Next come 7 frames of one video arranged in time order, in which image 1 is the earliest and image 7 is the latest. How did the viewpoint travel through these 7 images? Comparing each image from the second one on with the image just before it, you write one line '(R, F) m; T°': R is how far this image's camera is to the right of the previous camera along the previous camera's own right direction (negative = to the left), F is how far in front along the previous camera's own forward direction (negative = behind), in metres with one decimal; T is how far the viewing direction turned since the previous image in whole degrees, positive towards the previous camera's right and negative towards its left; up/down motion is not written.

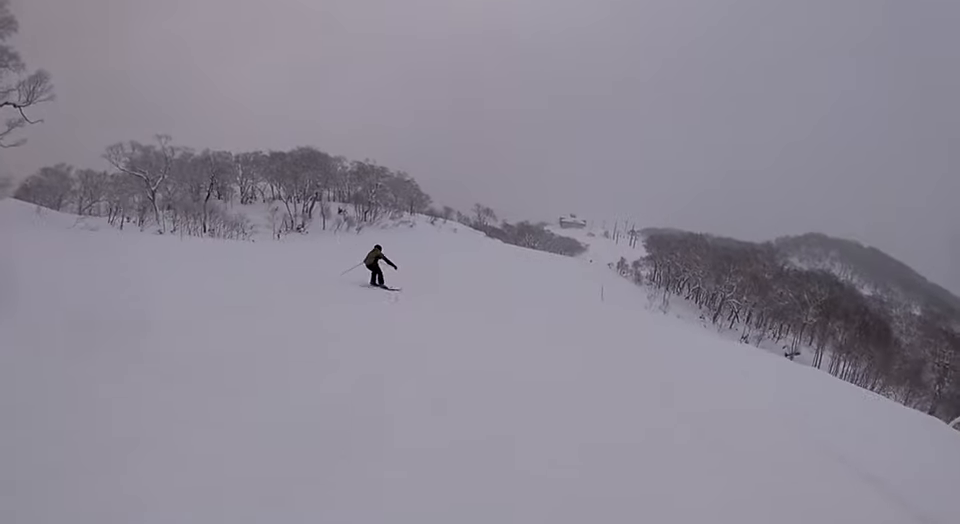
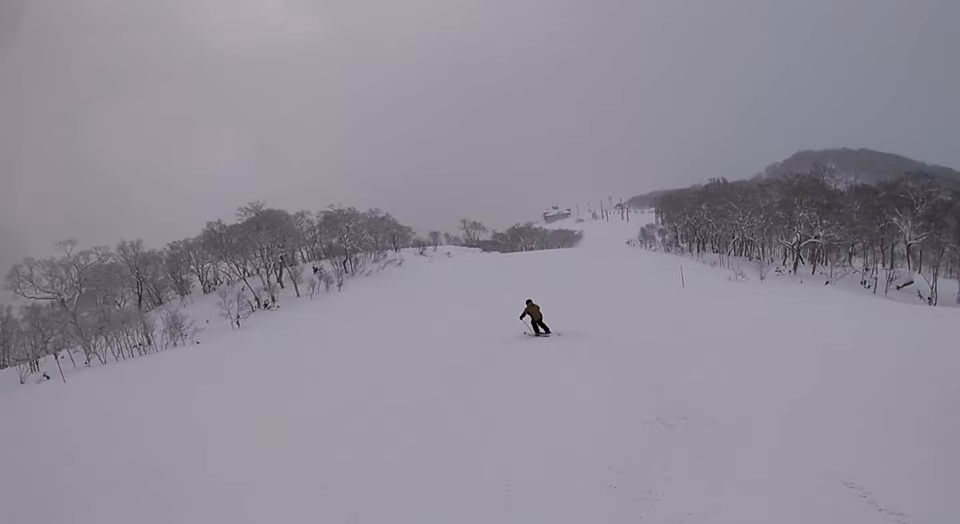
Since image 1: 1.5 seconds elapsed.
(-1.7, +13.5) m; -7°
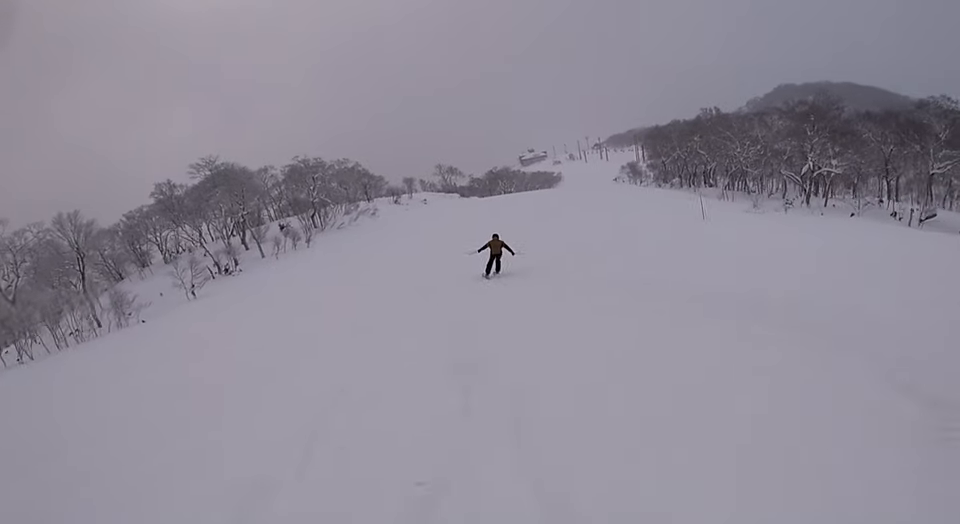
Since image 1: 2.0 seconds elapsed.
(-0.1, +4.5) m; +2°
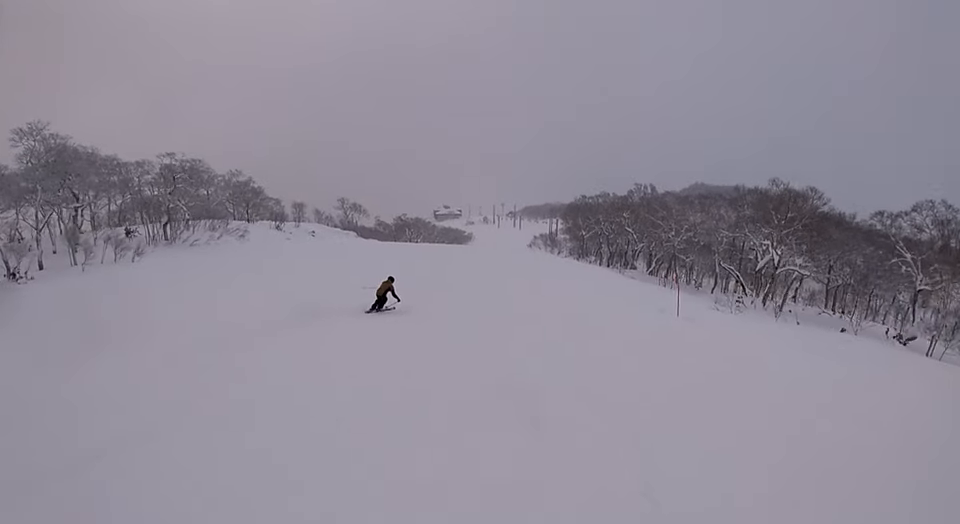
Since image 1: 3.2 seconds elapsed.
(+1.6, +12.1) m; +7°
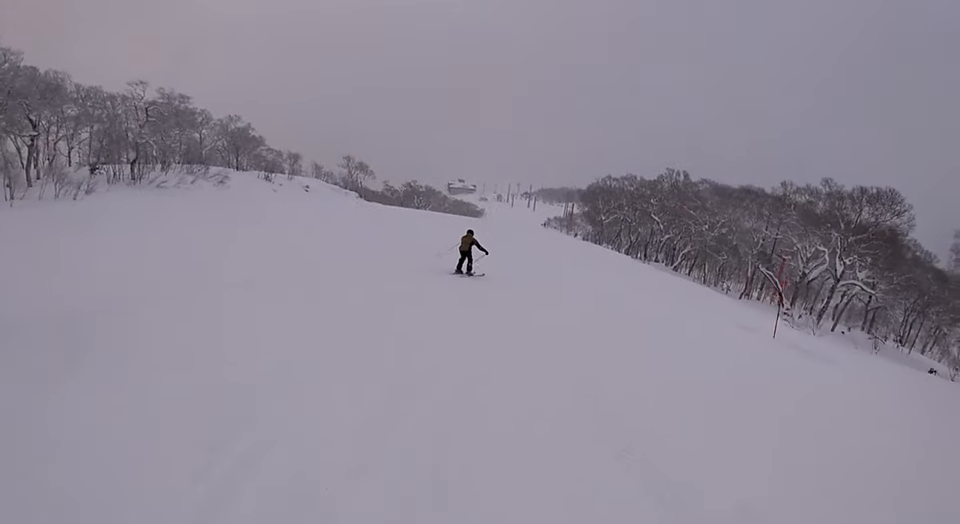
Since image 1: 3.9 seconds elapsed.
(0.0, +6.5) m; +1°
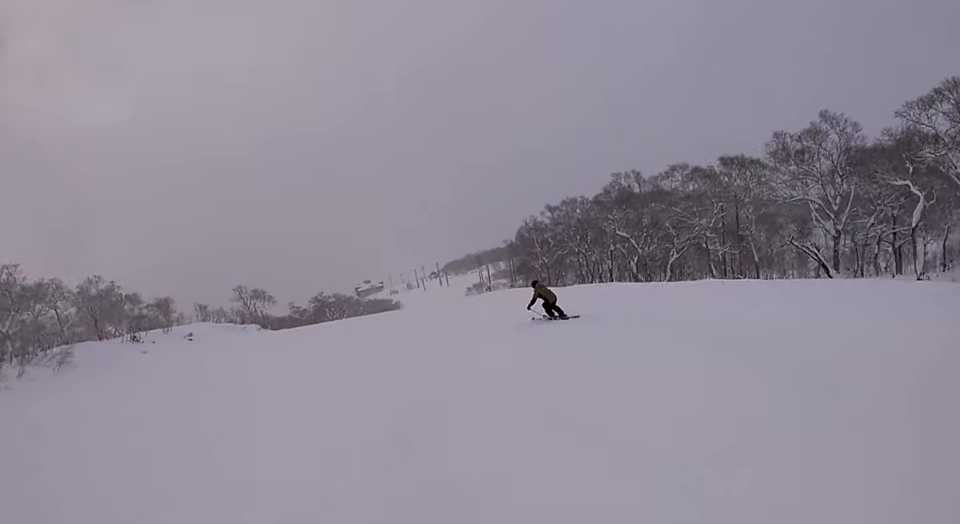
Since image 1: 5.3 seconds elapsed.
(+1.5, +14.3) m; +14°
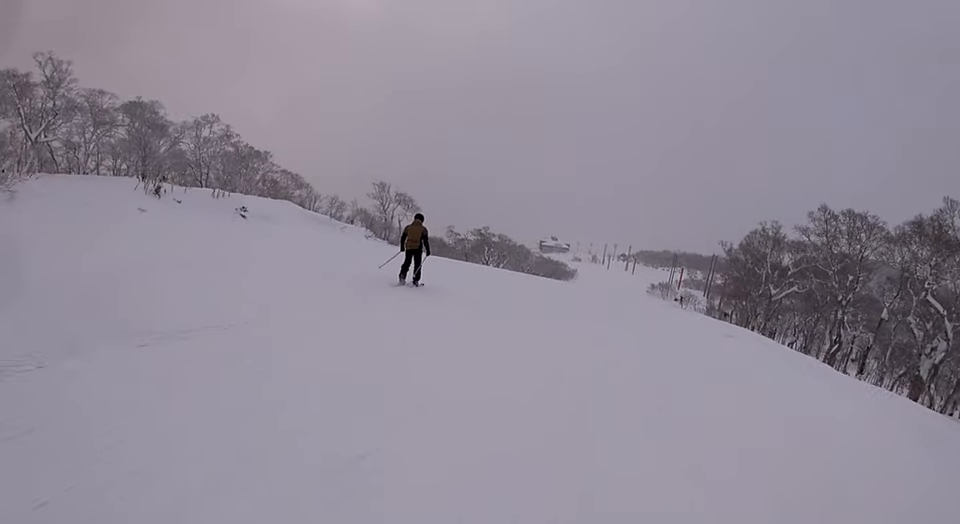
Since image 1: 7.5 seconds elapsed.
(-0.7, +20.2) m; -20°
